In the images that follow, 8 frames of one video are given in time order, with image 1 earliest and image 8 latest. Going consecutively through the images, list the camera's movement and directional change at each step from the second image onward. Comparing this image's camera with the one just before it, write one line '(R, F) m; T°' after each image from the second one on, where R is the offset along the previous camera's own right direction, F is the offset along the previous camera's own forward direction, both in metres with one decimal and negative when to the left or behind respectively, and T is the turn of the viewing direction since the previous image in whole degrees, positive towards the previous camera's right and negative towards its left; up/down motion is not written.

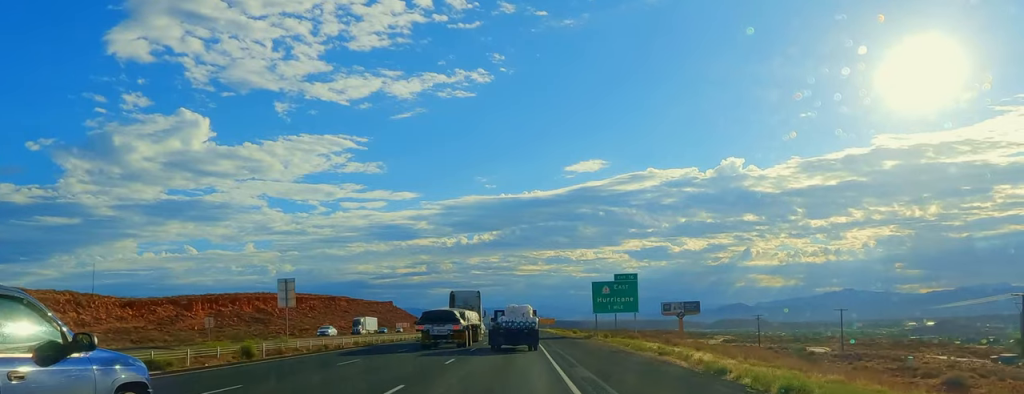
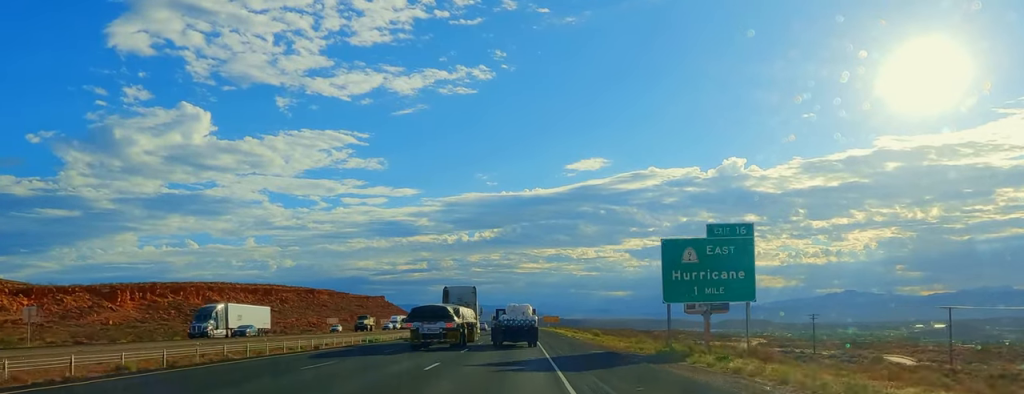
(-0.4, +40.8) m; 0°
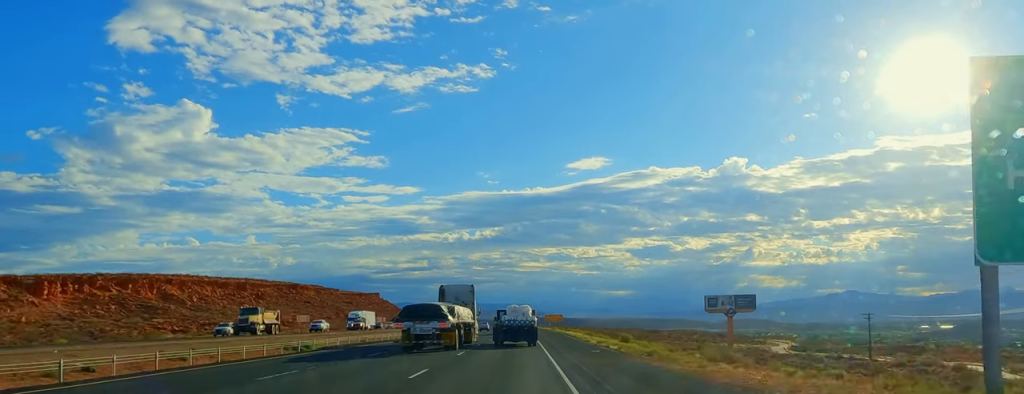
(-0.8, +27.7) m; 0°
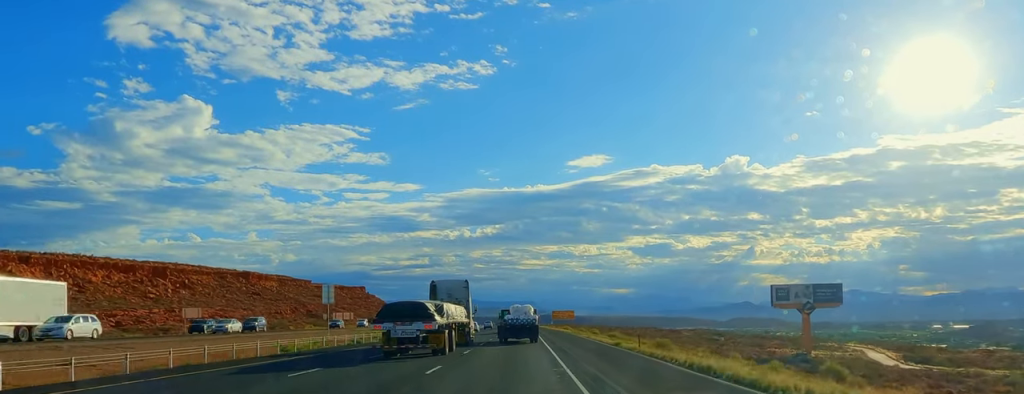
(+1.4, +59.1) m; 0°
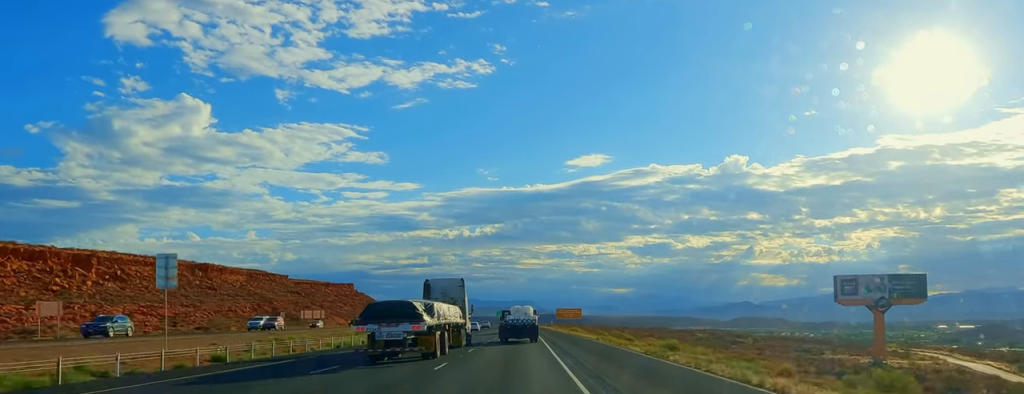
(-0.7, +34.5) m; 0°
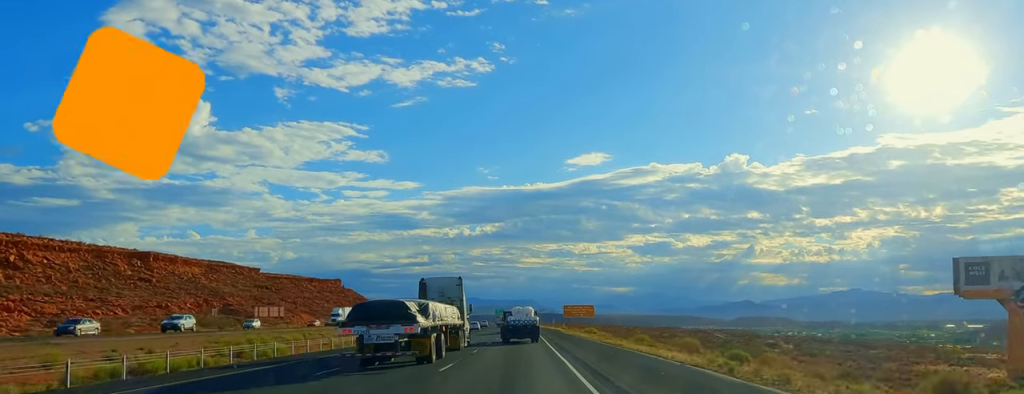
(0.0, +36.6) m; 0°
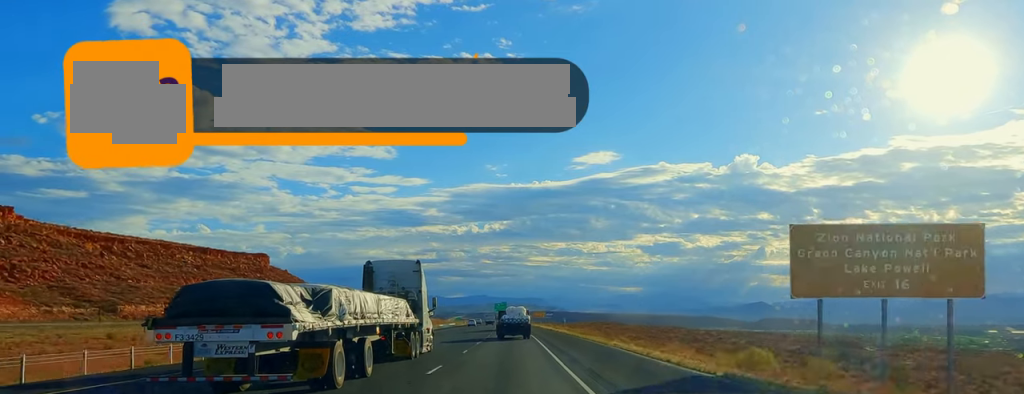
(-1.8, +147.8) m; -3°
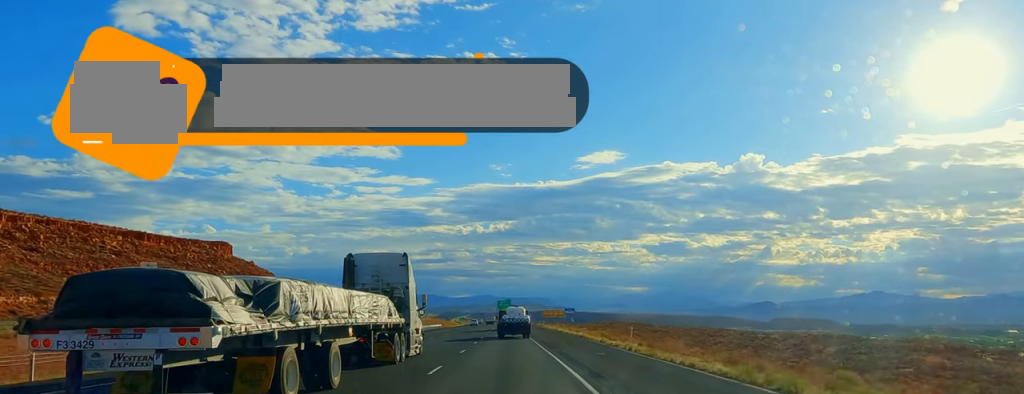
(-1.0, +48.8) m; -1°
